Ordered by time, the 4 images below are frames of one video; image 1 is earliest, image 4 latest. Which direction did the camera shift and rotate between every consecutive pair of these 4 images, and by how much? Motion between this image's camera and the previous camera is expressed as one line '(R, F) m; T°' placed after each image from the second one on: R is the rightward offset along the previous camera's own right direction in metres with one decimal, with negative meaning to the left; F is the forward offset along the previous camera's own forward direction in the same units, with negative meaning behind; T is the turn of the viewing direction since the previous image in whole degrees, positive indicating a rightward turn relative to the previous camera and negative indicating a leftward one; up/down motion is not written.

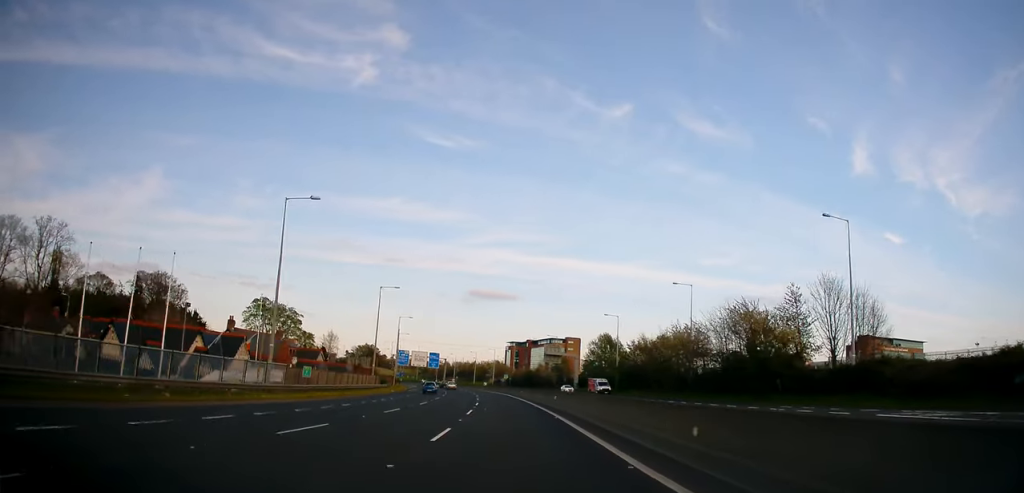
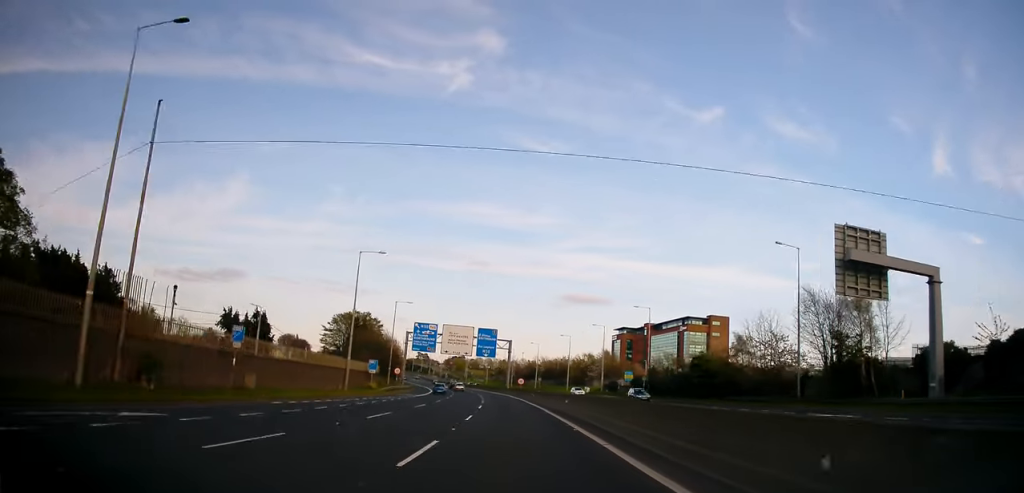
(-8.1, +102.4) m; -9°
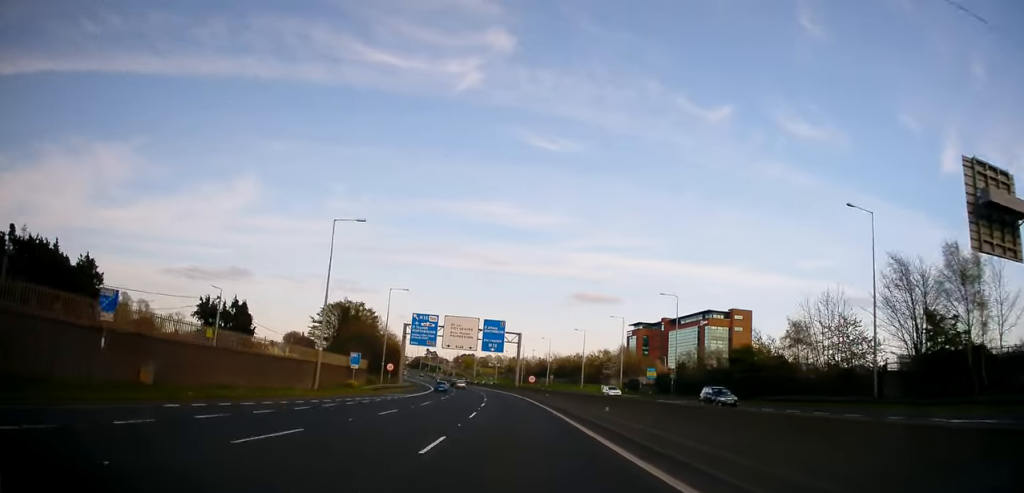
(0.0, +11.6) m; -1°
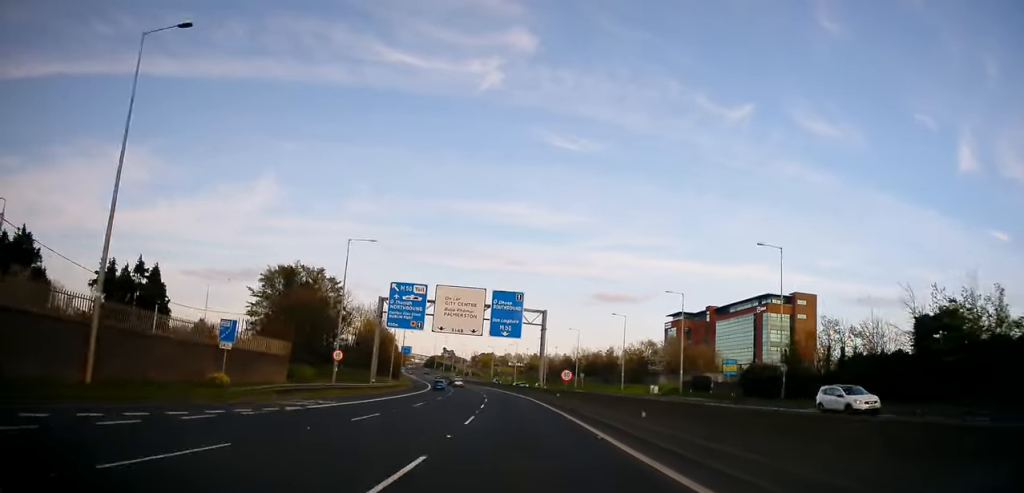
(-0.4, +29.2) m; -2°
